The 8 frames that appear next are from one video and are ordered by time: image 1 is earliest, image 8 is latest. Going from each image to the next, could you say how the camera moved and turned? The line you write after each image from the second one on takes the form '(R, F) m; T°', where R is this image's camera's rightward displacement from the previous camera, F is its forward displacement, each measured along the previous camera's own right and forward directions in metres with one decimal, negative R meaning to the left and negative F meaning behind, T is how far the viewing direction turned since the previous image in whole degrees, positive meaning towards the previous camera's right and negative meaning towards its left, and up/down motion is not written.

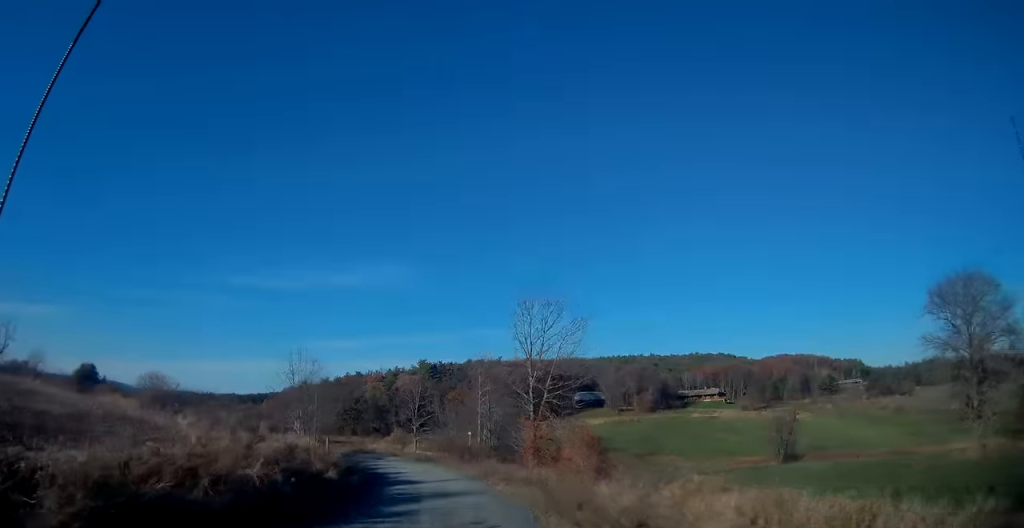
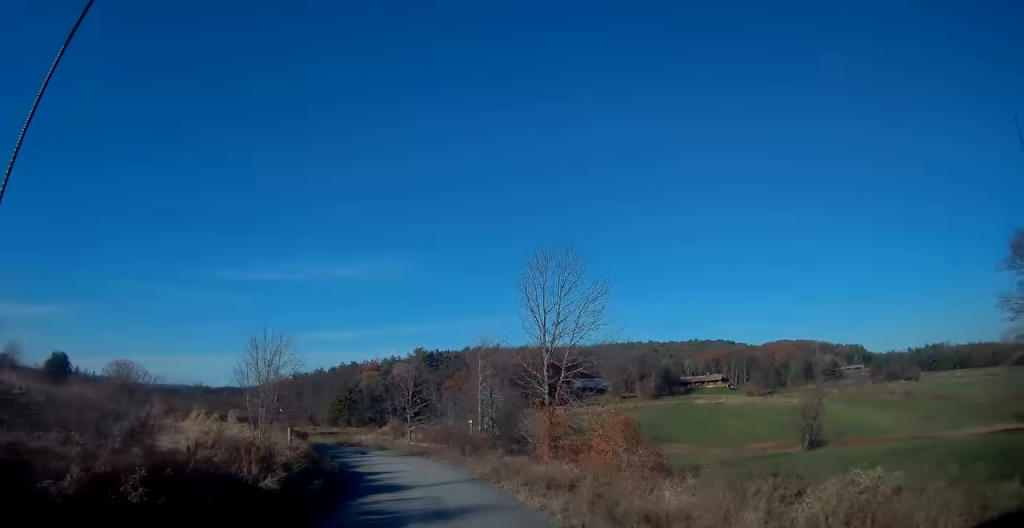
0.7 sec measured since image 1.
(+0.2, +6.5) m; 0°
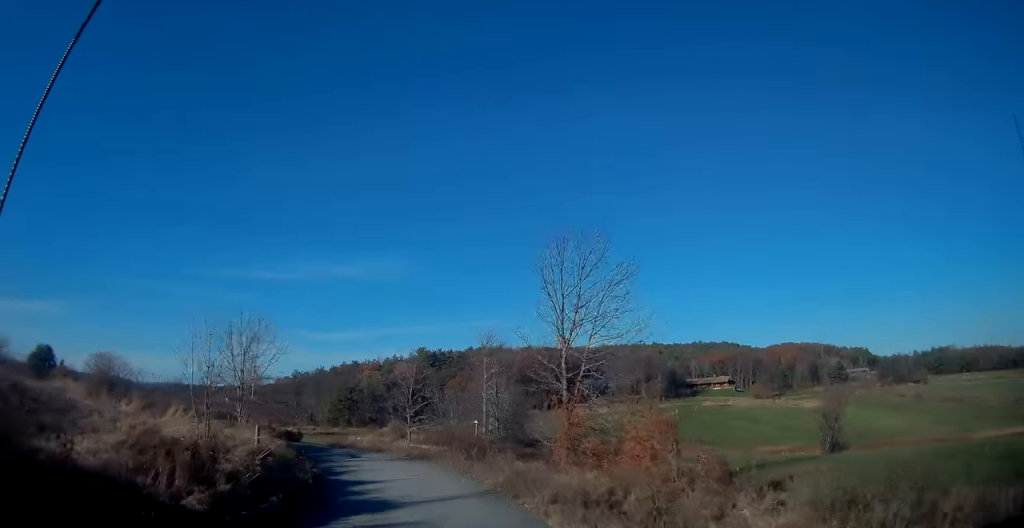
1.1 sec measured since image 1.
(-0.1, +4.1) m; -2°
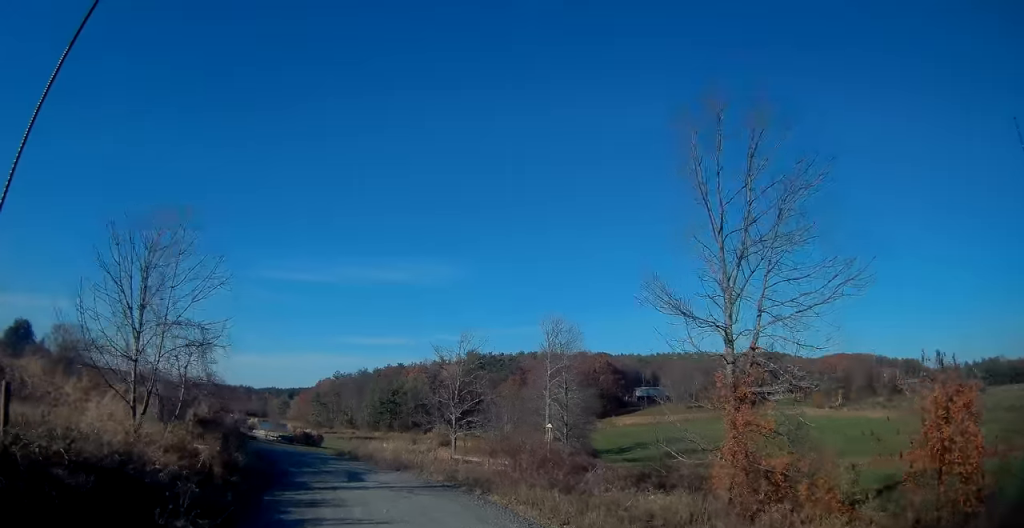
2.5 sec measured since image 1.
(-0.8, +12.6) m; -9°
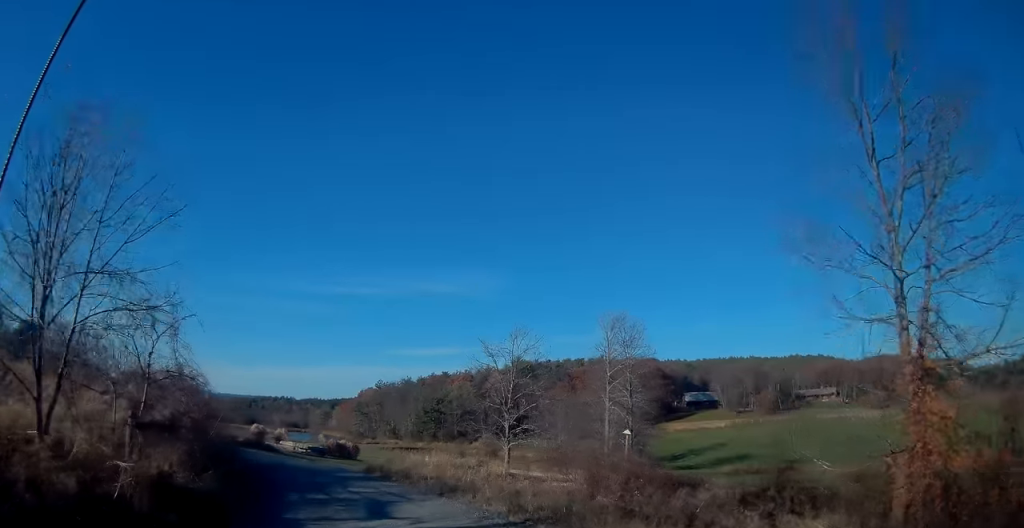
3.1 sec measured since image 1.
(-0.3, +5.4) m; -6°
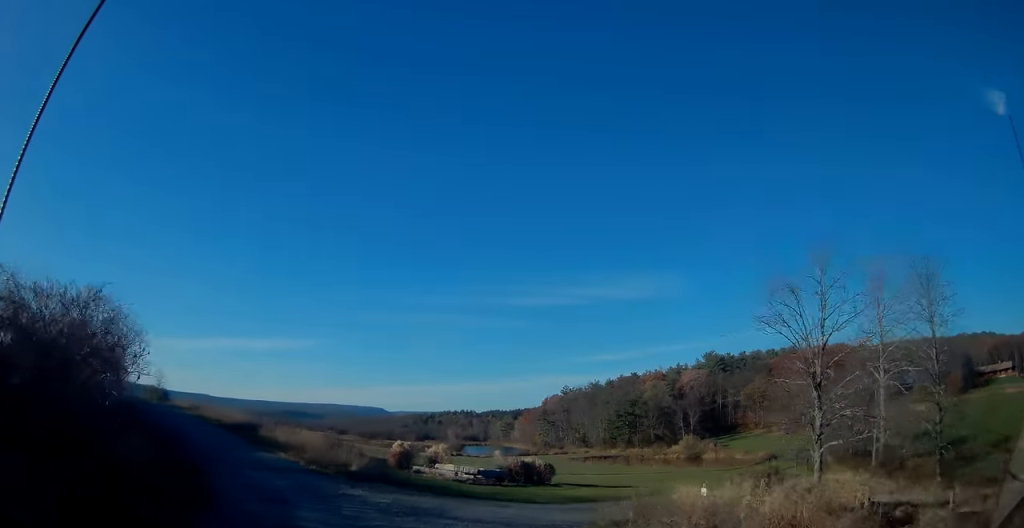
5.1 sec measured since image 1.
(-2.8, +15.5) m; -21°
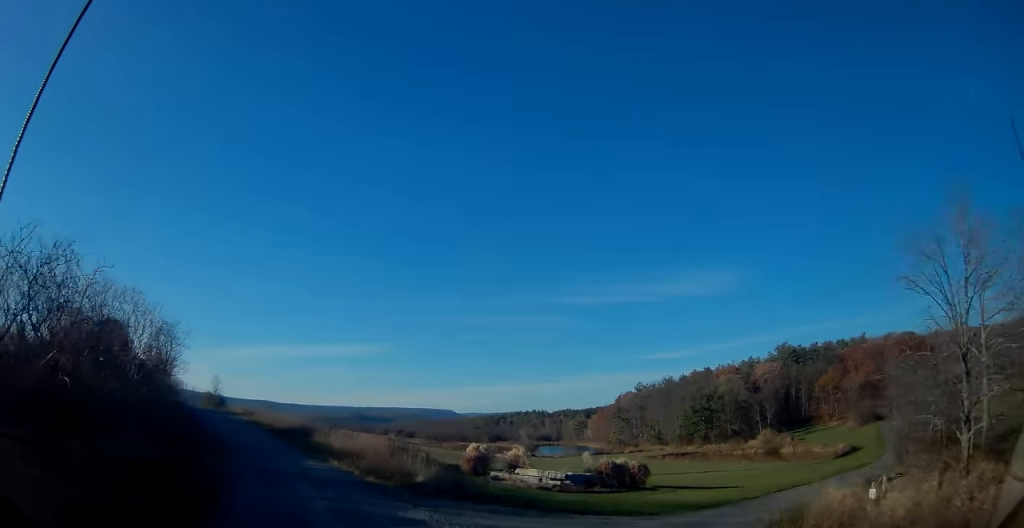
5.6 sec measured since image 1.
(-0.1, +4.4) m; -6°
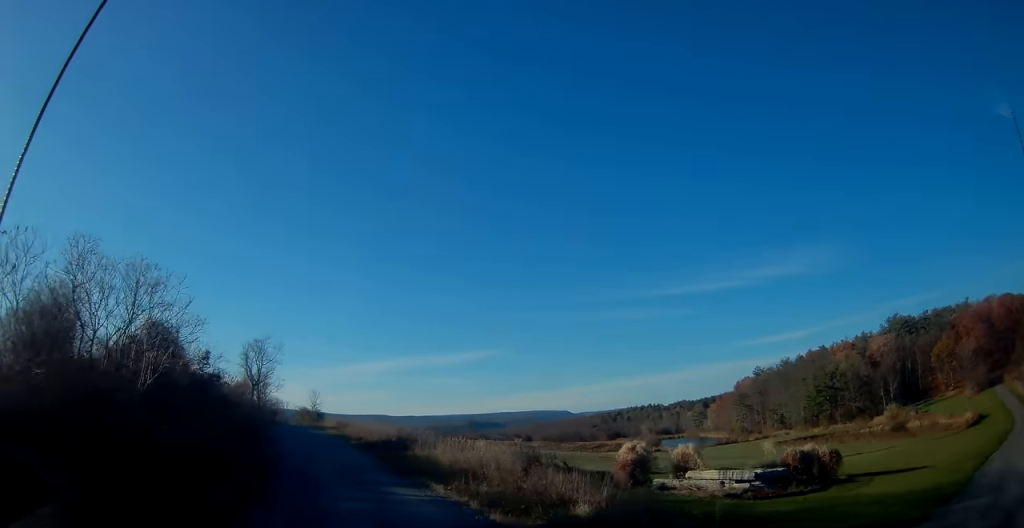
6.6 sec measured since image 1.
(-0.9, +8.0) m; -12°
